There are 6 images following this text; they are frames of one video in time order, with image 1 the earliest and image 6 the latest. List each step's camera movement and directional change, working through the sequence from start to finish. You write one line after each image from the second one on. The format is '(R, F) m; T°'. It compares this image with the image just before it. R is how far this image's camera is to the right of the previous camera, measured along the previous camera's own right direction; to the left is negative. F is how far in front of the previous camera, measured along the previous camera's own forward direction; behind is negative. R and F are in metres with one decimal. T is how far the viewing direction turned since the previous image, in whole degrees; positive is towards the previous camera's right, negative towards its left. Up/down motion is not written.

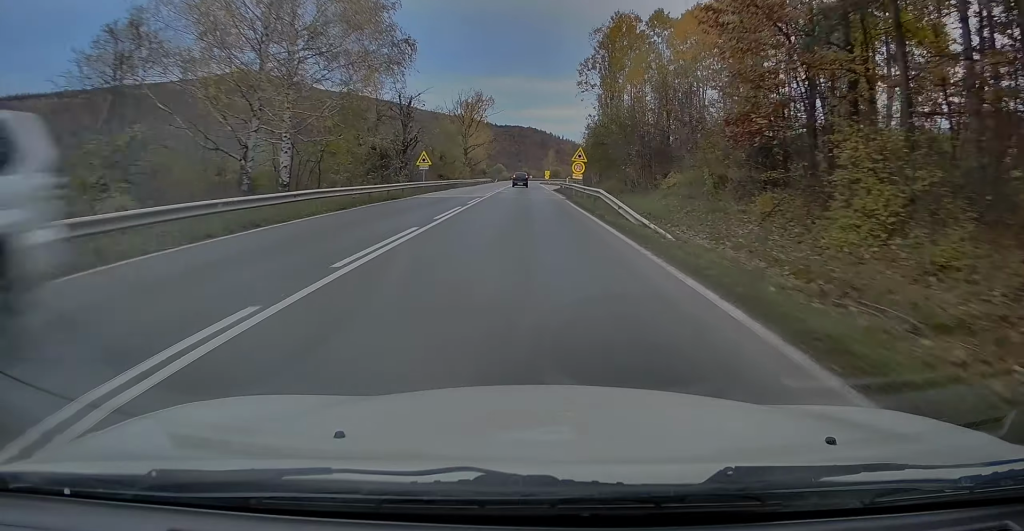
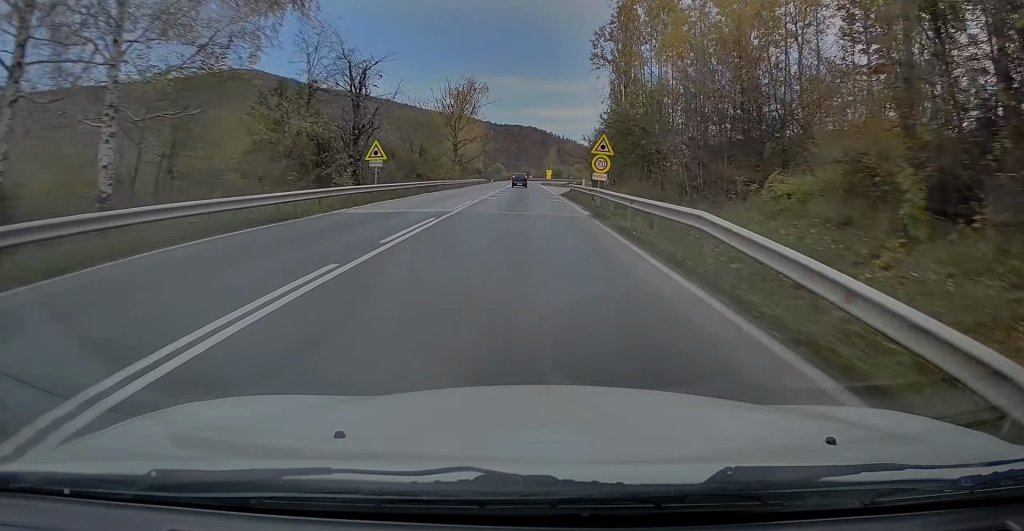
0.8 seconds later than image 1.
(+0.4, +14.9) m; 0°
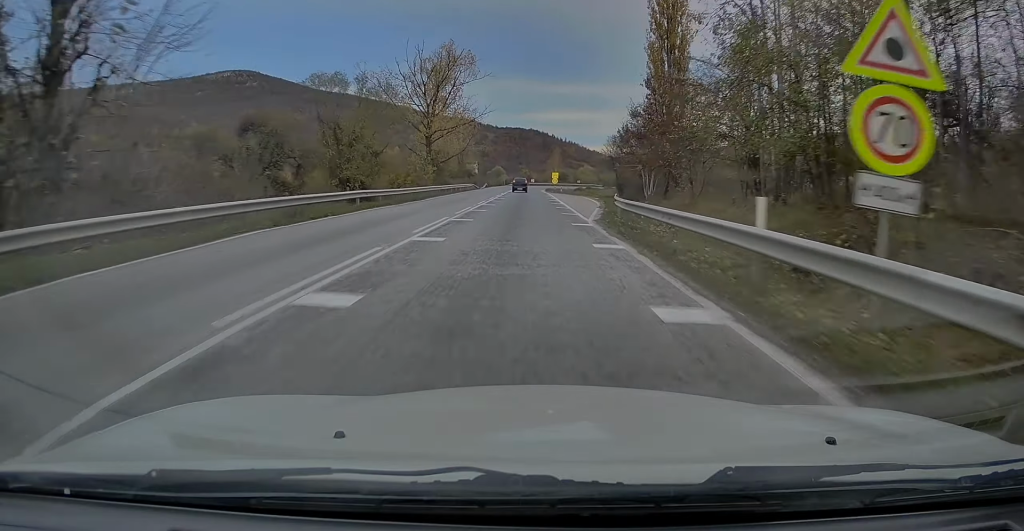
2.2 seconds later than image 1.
(-0.3, +26.1) m; 0°
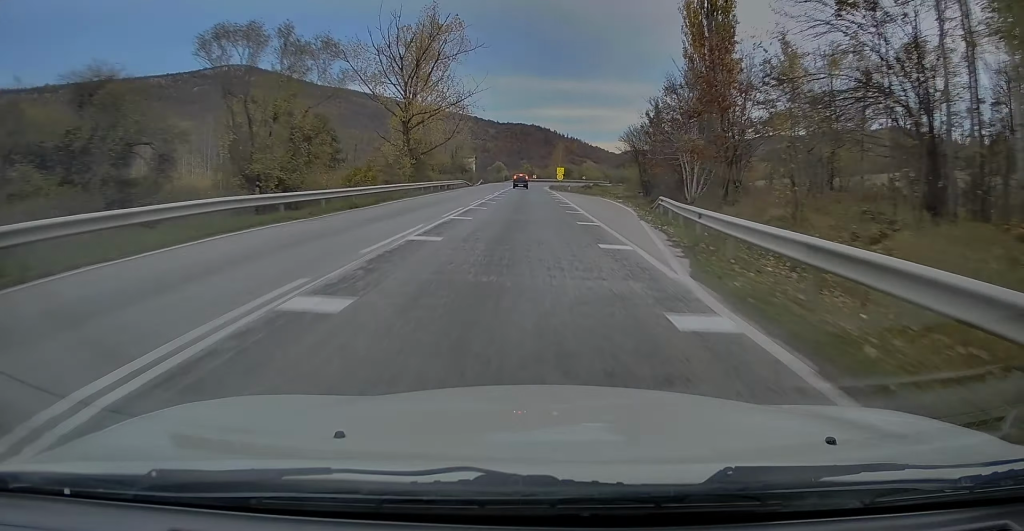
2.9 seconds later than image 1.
(+0.3, +13.2) m; 0°
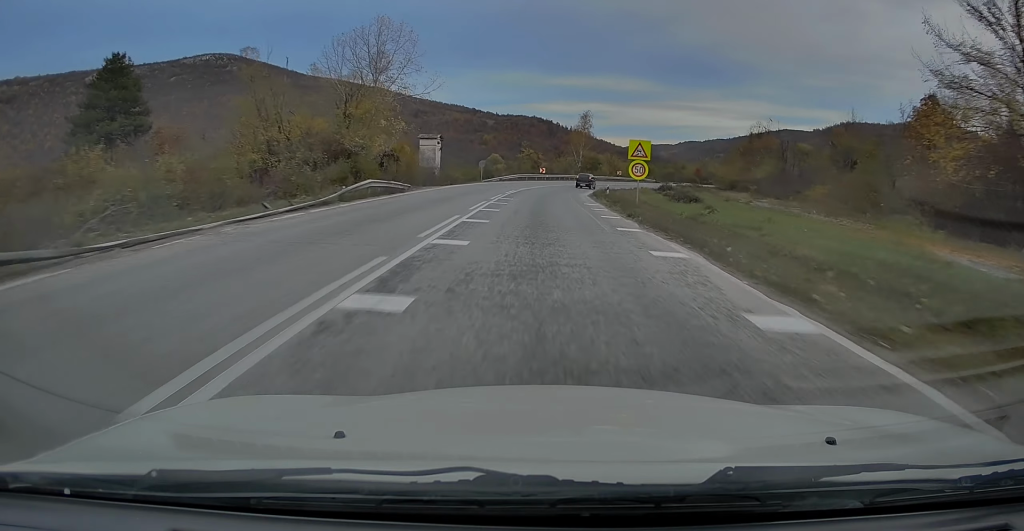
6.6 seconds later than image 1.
(-0.7, +69.3) m; 0°
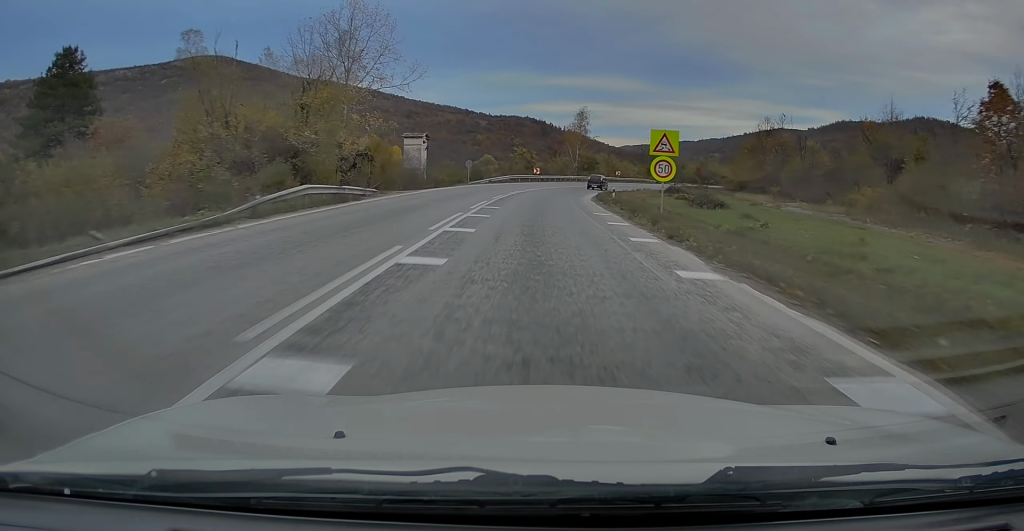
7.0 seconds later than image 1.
(-0.1, +7.3) m; +1°
